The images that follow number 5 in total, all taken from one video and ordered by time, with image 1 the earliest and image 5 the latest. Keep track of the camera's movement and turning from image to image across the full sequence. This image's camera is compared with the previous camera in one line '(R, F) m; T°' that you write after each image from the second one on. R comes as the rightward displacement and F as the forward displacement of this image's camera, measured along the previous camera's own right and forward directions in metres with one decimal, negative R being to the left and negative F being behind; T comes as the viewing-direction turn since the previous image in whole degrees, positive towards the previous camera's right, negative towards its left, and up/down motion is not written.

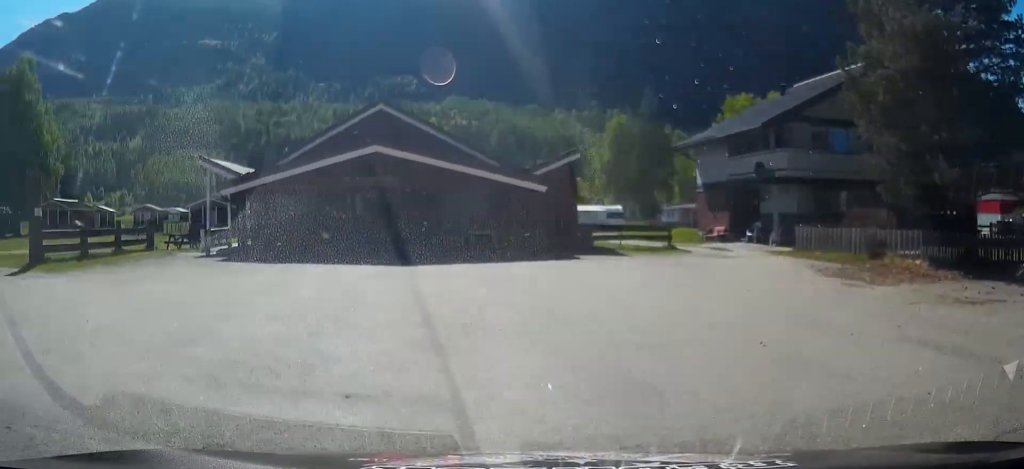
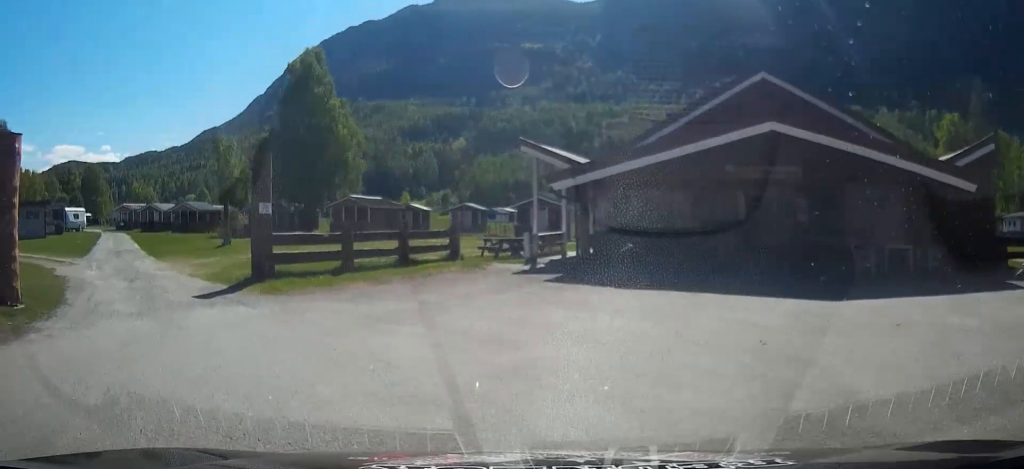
(-1.7, +5.2) m; -33°
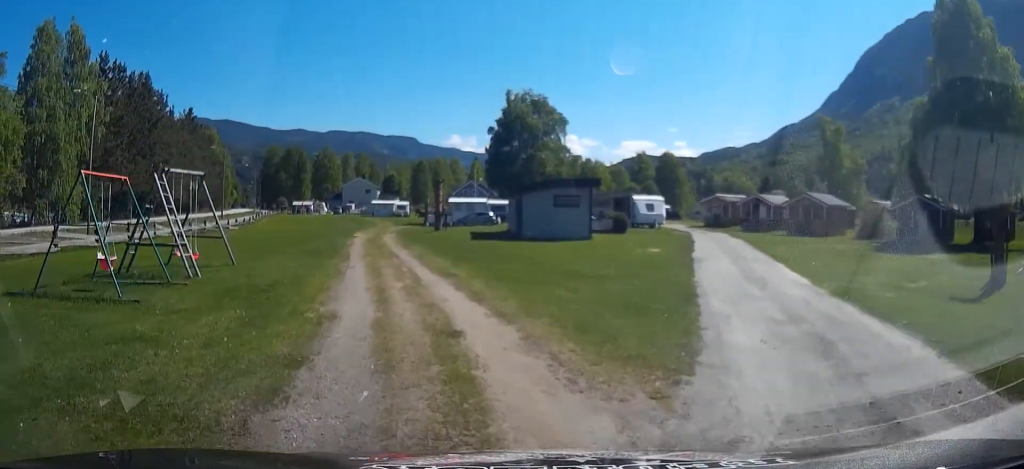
(-9.5, +18.1) m; -40°
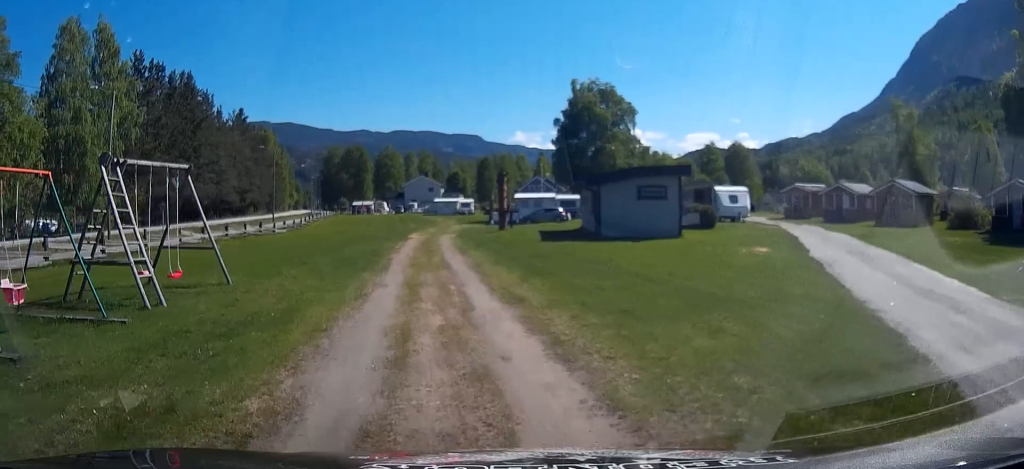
(-0.1, +4.5) m; -5°
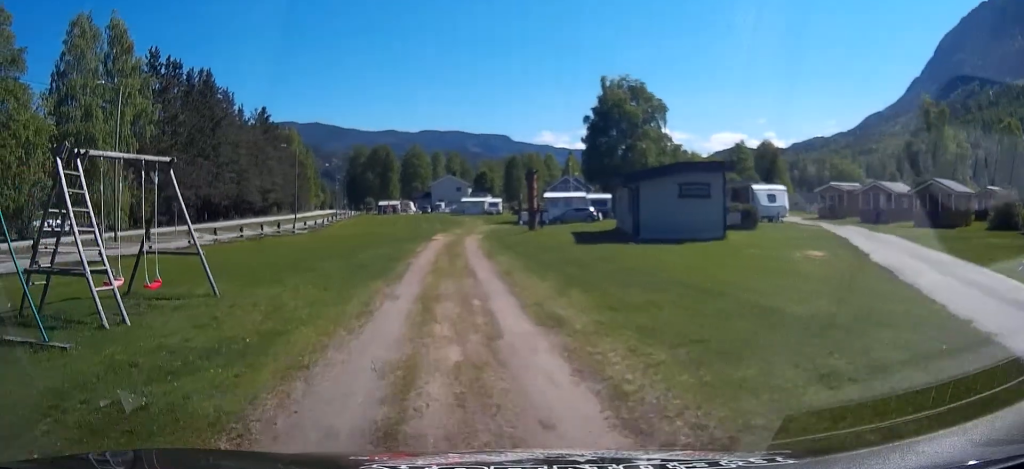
(0.0, +2.1) m; -2°
